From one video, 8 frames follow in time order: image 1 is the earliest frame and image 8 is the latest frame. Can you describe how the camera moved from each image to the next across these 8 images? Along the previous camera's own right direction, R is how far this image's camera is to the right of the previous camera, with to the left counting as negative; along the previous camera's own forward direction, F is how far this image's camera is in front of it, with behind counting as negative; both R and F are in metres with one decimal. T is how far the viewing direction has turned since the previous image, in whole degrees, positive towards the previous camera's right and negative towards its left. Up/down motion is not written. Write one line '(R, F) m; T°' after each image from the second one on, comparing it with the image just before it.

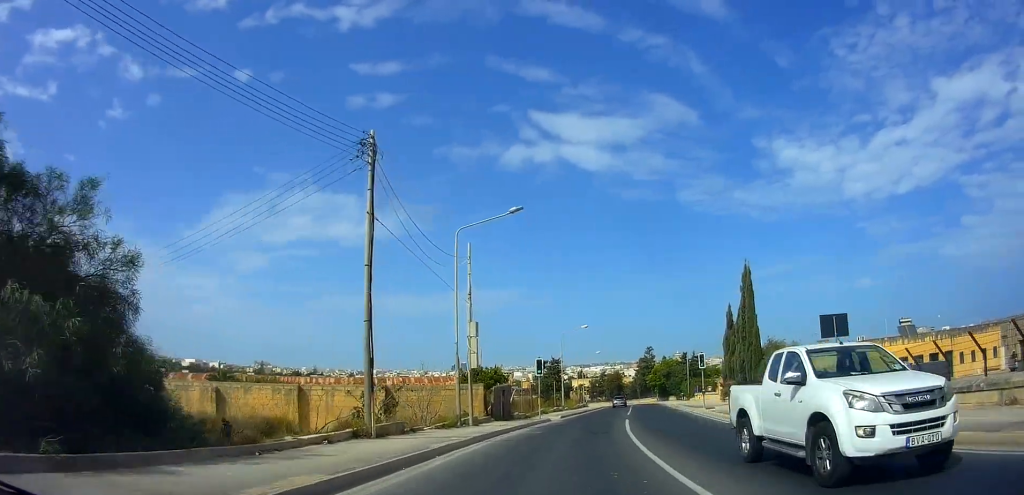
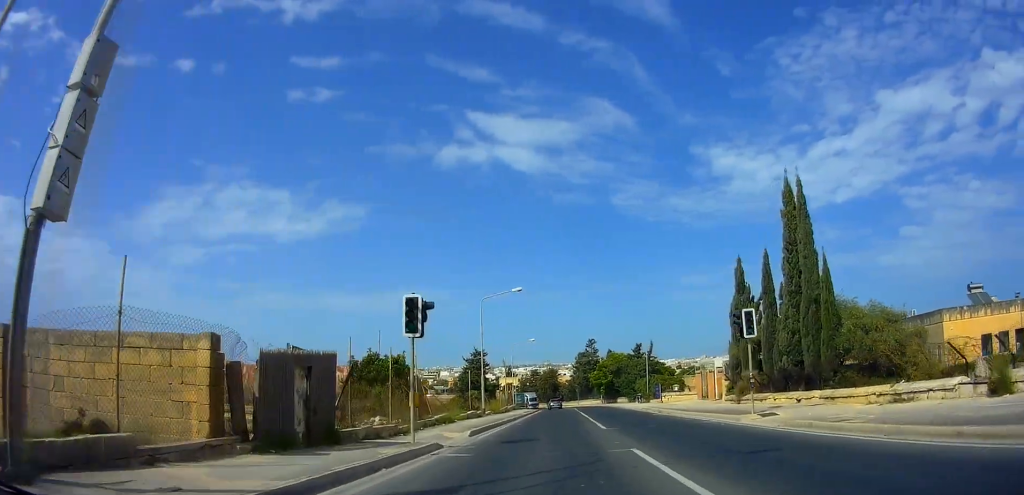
(+1.6, +18.6) m; +8°
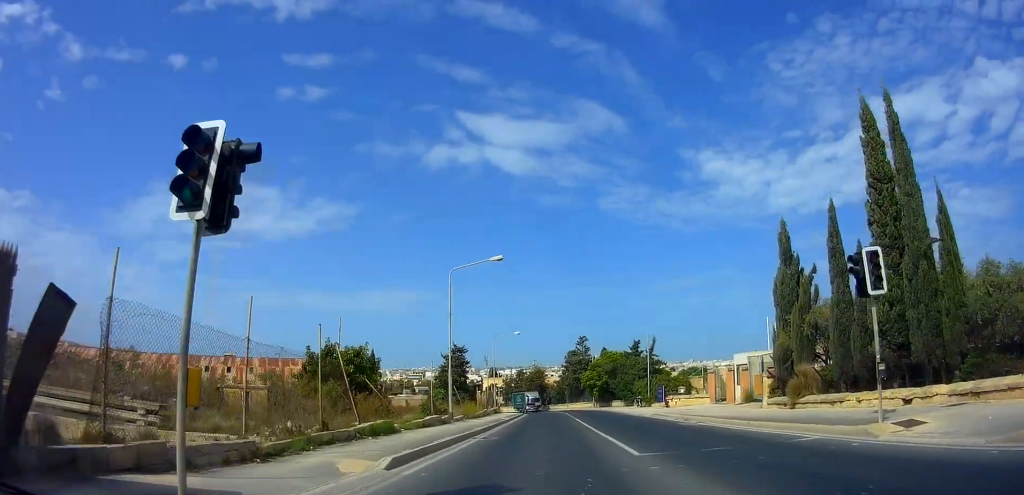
(+0.2, +8.8) m; +1°
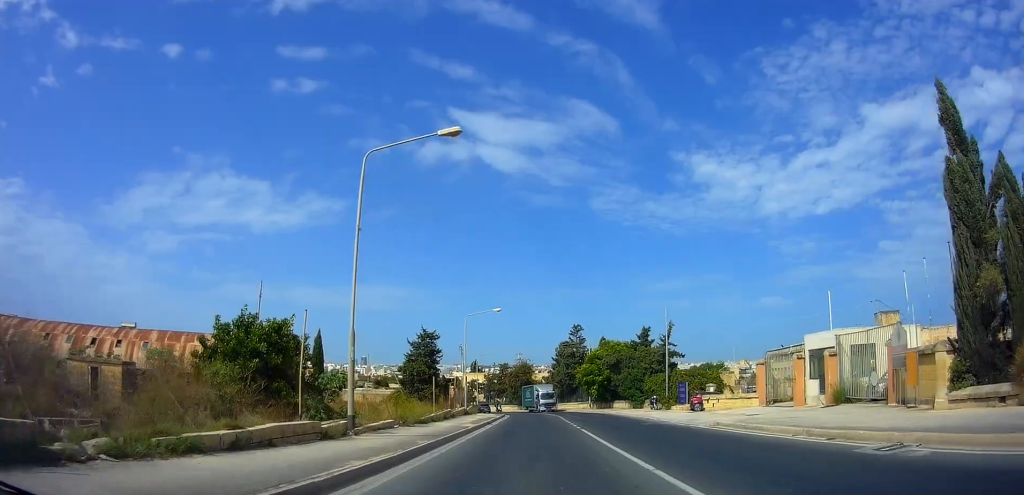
(+0.2, +14.4) m; +1°
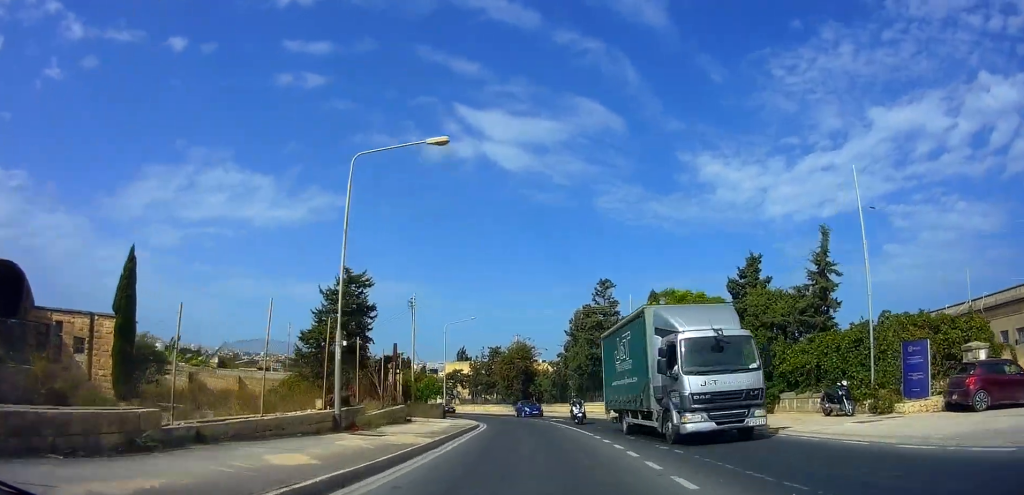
(+0.8, +30.0) m; +2°
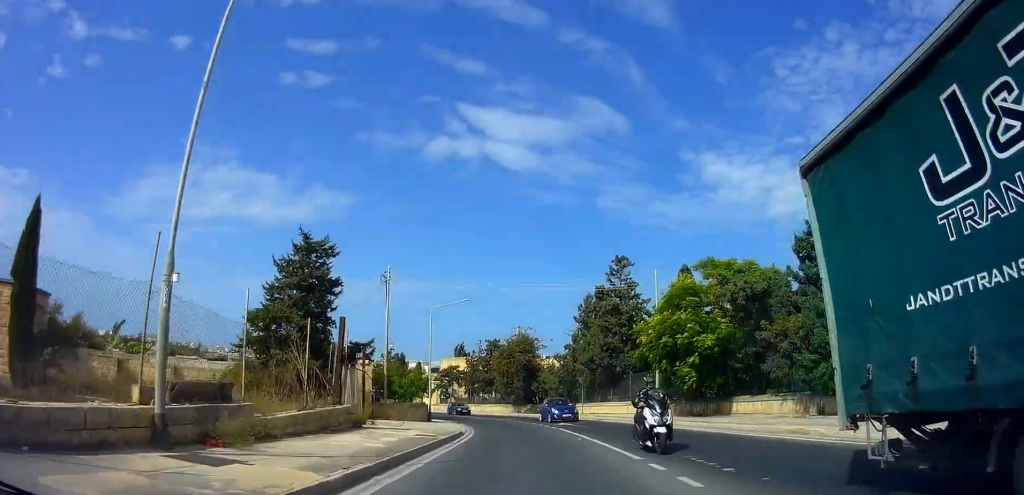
(-0.2, +8.1) m; -2°
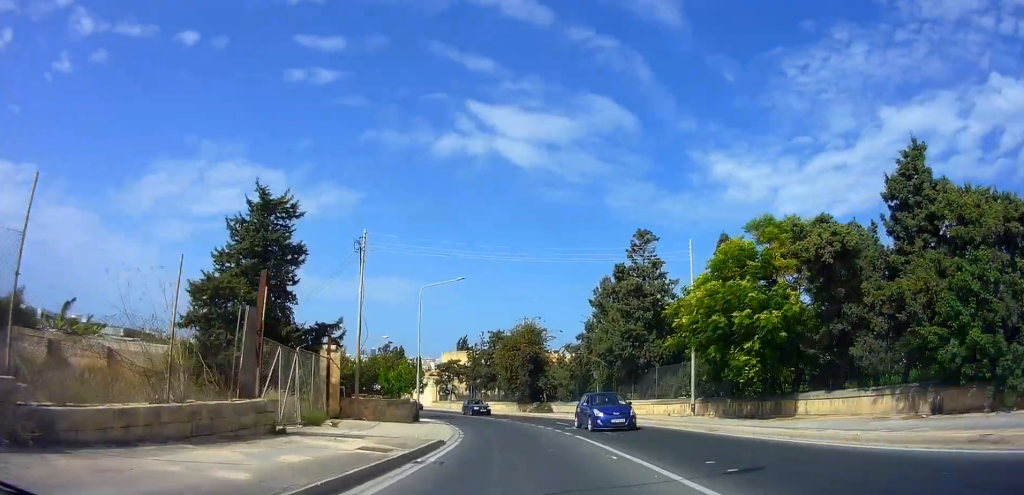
(-0.2, +6.4) m; -2°
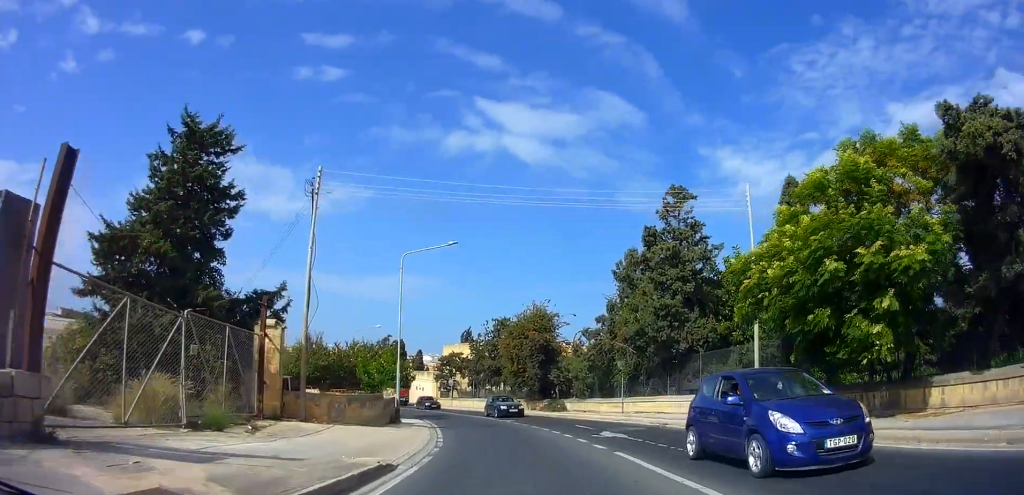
(0.0, +7.2) m; -2°
